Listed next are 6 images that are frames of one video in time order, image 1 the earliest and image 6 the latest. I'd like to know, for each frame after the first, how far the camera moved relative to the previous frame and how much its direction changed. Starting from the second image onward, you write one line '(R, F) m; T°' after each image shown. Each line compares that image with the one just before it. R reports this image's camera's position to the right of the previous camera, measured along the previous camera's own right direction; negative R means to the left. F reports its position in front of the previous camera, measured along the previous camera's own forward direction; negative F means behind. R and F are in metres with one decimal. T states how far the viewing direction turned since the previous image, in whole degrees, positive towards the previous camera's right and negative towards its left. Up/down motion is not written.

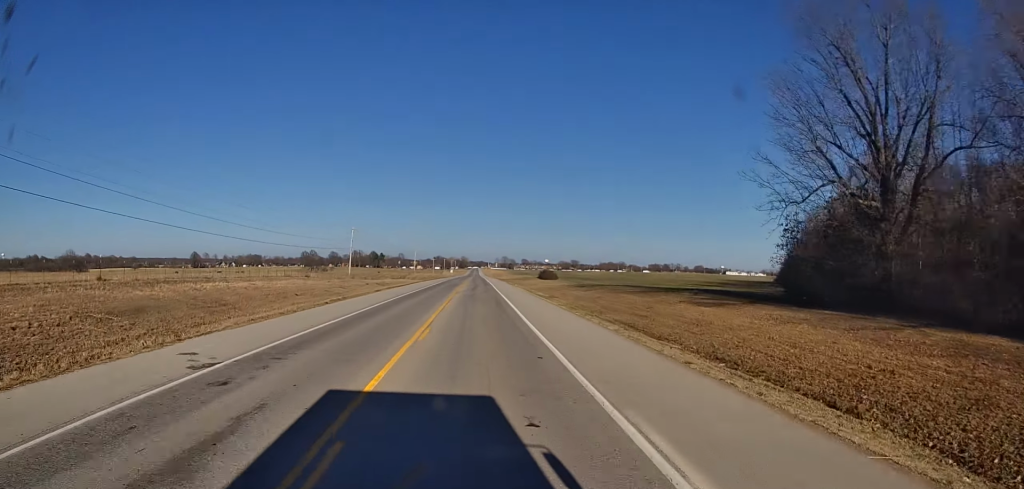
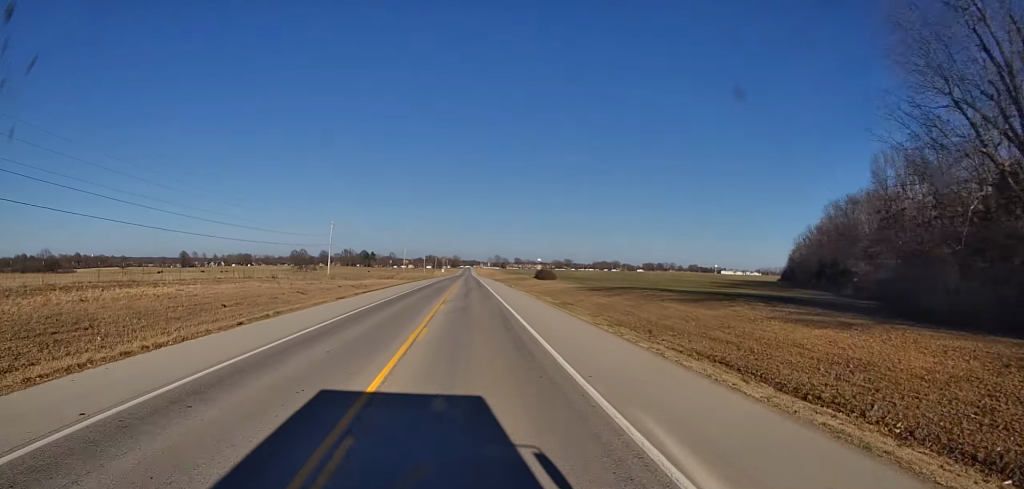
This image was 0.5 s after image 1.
(-0.2, +11.7) m; +1°
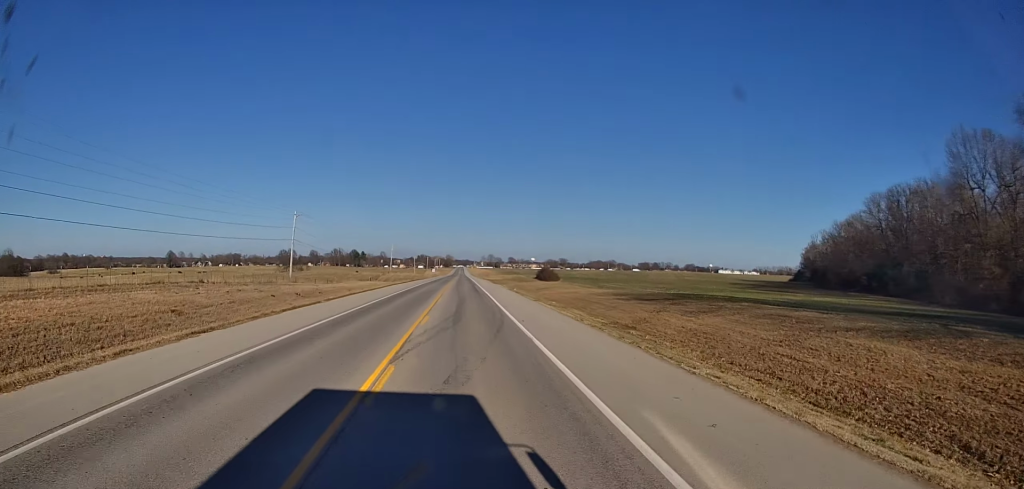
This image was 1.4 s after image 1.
(+0.5, +19.1) m; 0°
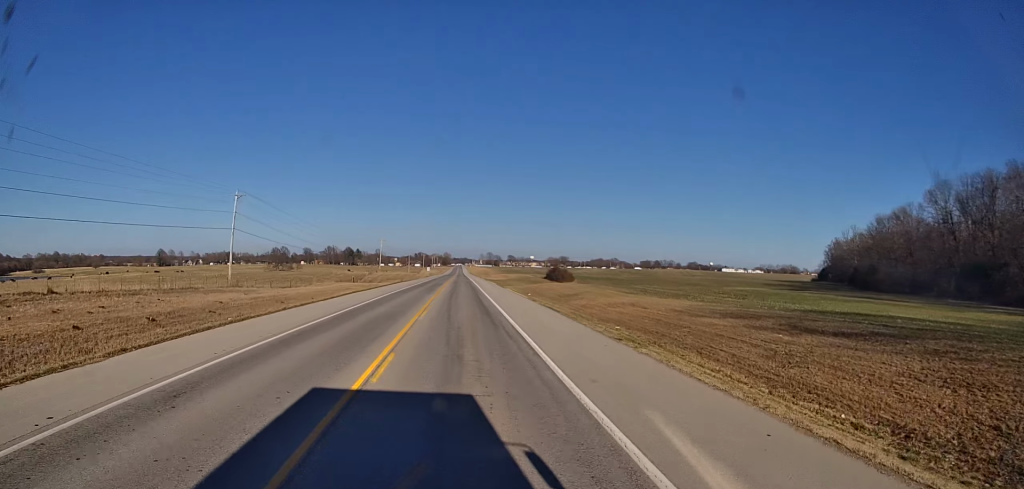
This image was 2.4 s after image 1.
(-0.4, +22.2) m; 0°
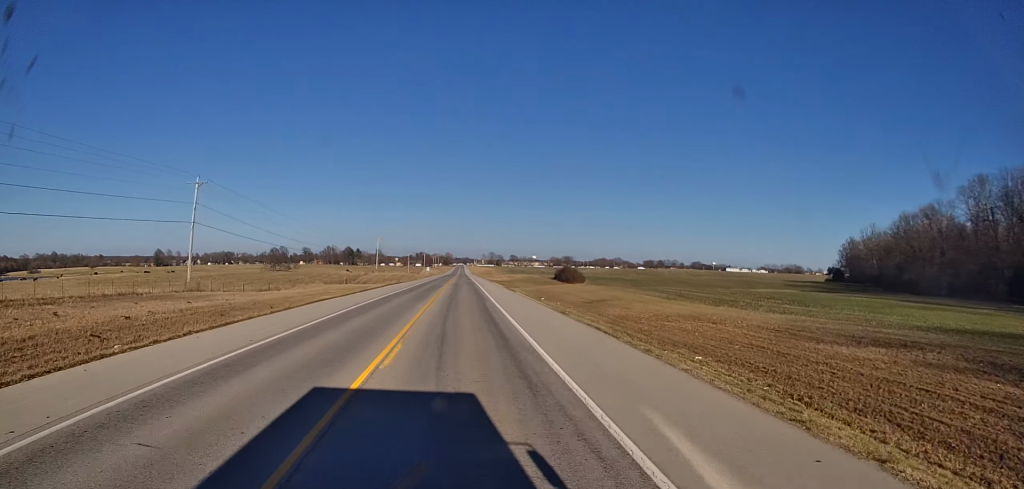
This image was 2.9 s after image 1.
(-0.1, +10.4) m; 0°
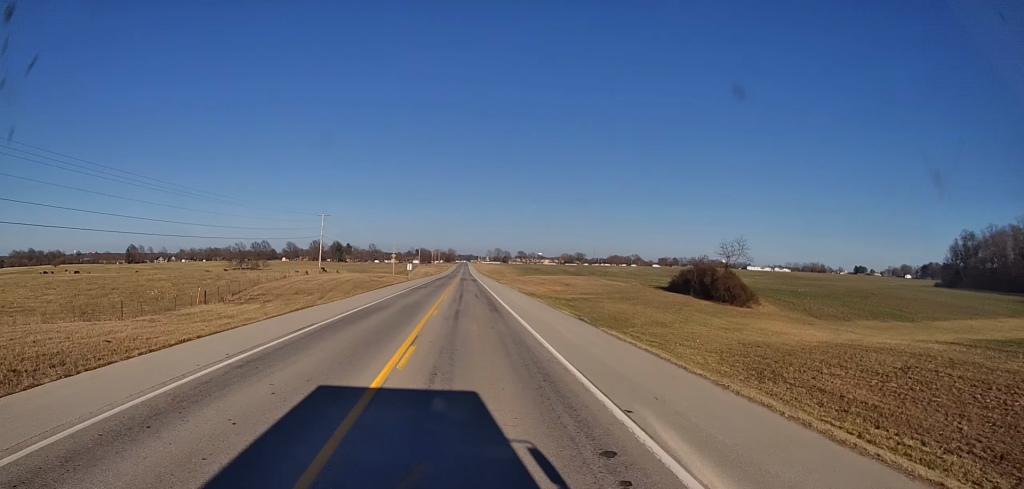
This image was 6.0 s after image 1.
(+1.4, +71.6) m; +1°
